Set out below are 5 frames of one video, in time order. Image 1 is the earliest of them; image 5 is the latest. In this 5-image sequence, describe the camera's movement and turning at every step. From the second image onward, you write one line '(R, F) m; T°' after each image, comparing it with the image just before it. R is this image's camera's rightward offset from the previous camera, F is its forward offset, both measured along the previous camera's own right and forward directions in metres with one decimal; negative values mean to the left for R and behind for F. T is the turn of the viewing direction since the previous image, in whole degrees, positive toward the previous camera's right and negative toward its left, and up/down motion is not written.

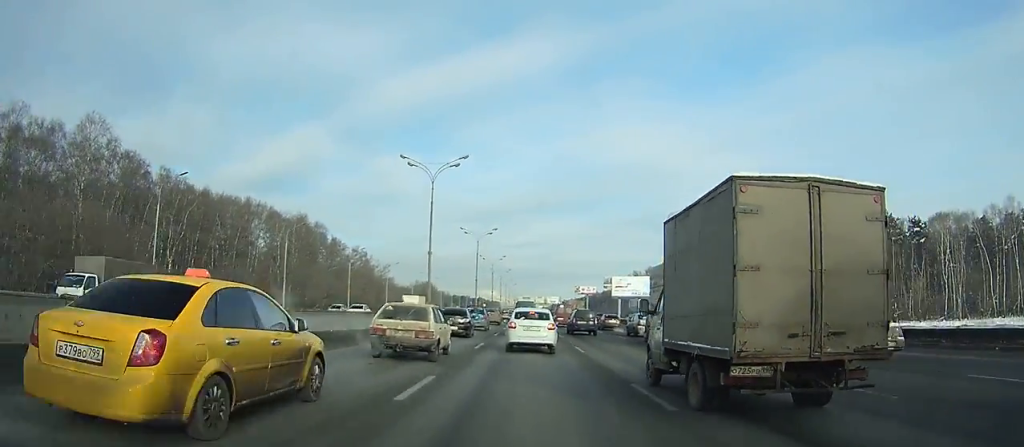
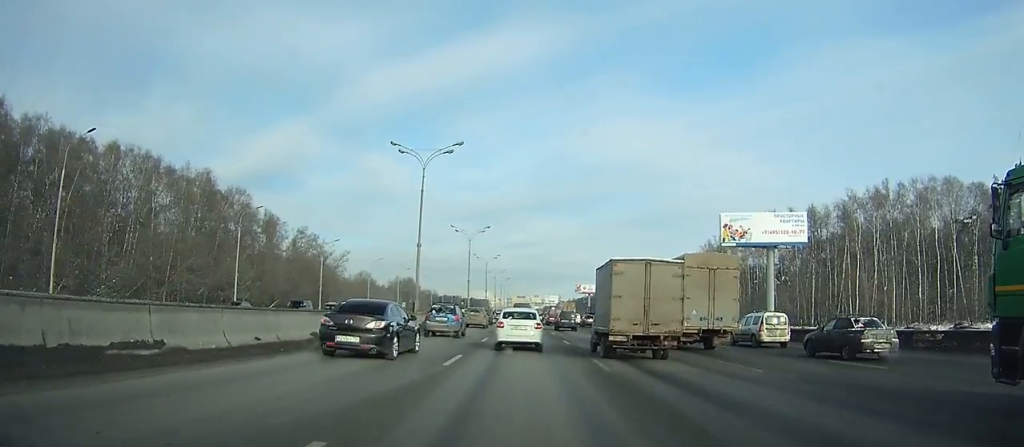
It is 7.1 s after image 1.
(0.0, +44.1) m; 0°
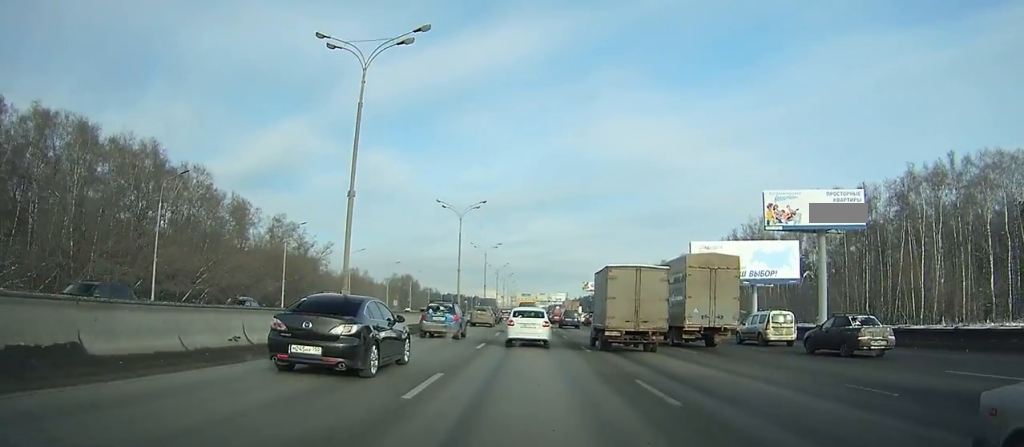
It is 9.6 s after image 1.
(-0.1, +17.1) m; 0°
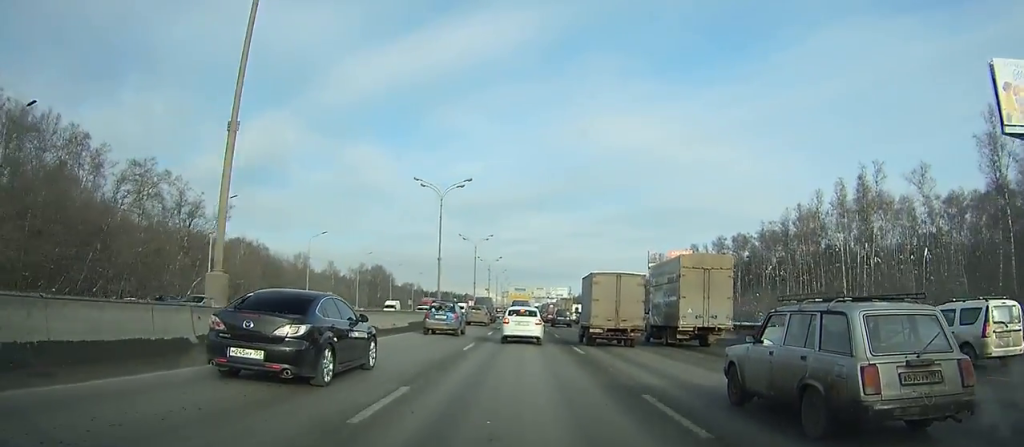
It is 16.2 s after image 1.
(+0.3, +47.5) m; +1°
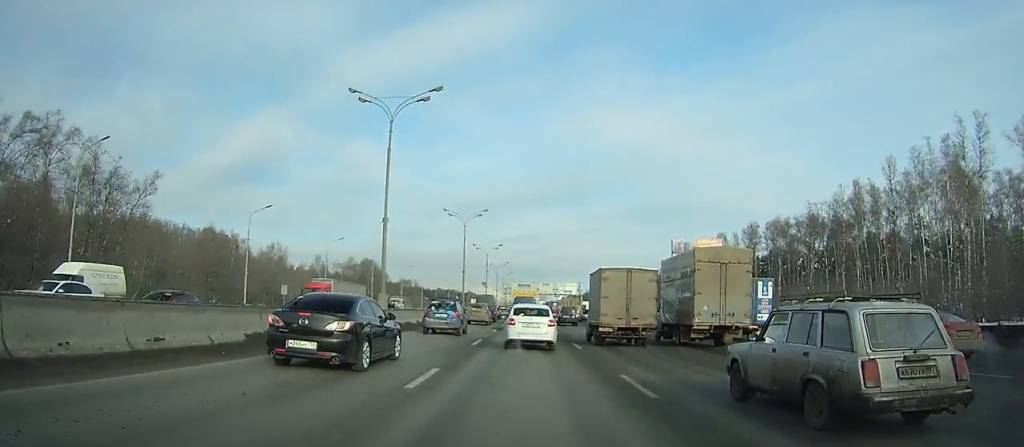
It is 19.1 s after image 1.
(0.0, +20.1) m; -1°
